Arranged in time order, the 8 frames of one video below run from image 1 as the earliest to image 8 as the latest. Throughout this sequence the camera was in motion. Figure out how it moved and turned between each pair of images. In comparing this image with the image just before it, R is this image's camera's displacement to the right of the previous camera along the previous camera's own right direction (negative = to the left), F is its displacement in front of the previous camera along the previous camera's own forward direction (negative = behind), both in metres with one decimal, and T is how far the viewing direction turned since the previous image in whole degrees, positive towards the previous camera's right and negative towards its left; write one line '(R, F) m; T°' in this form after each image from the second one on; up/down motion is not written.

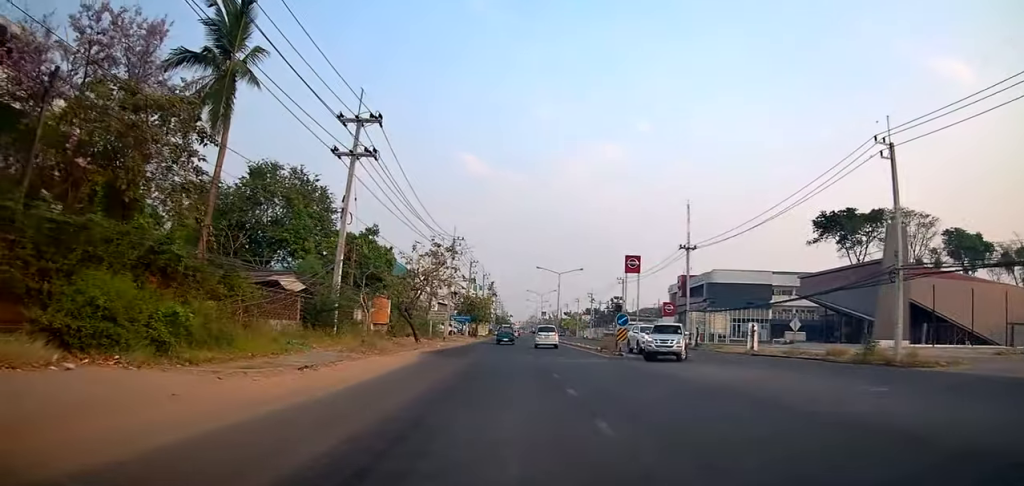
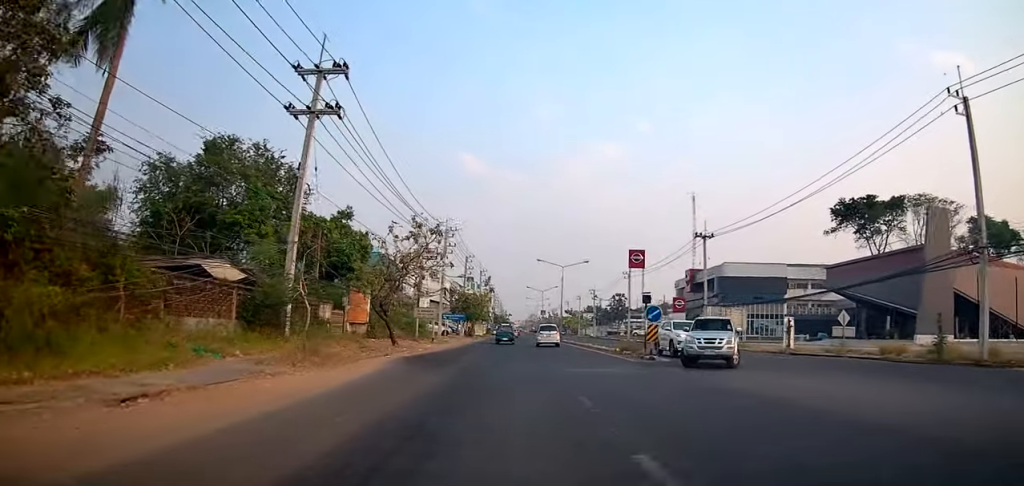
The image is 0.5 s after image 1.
(+0.4, +6.7) m; 0°
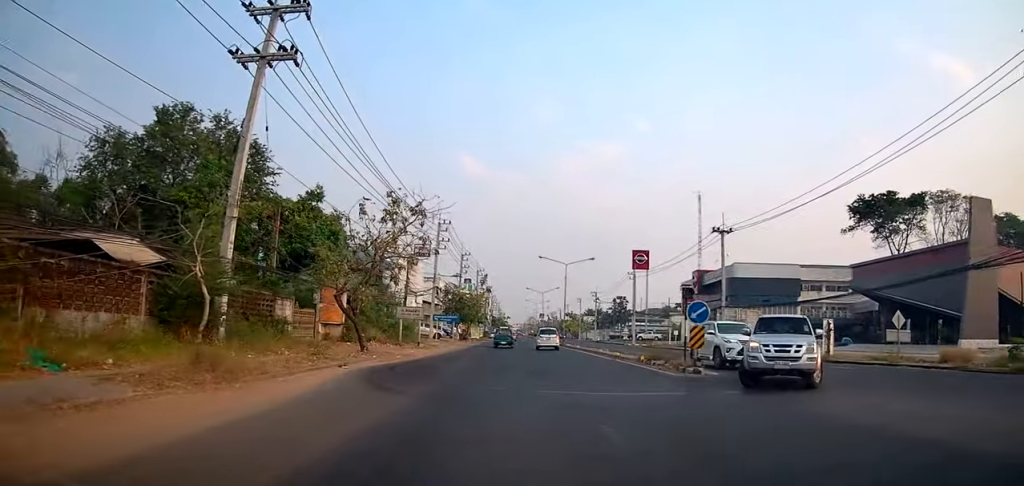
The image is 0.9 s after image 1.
(0.0, +5.8) m; 0°
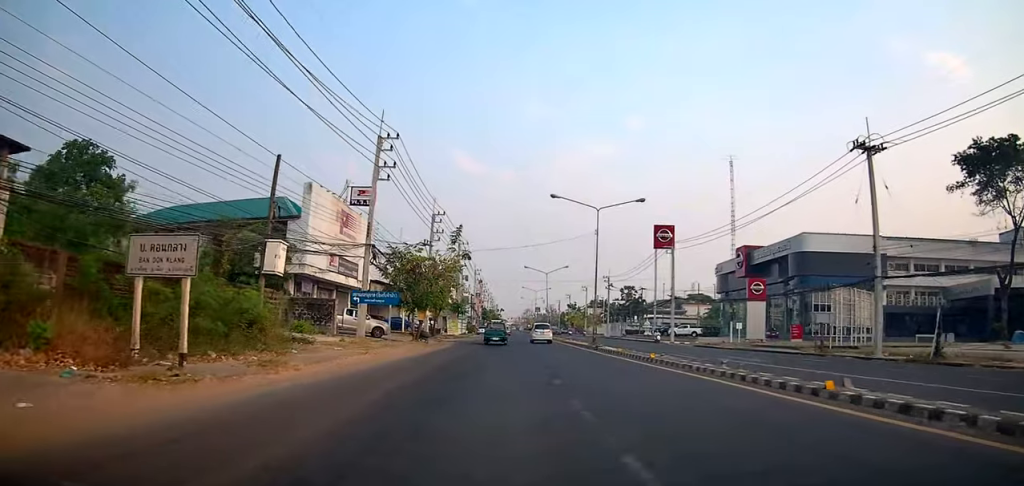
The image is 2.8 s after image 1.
(+0.2, +26.7) m; 0°
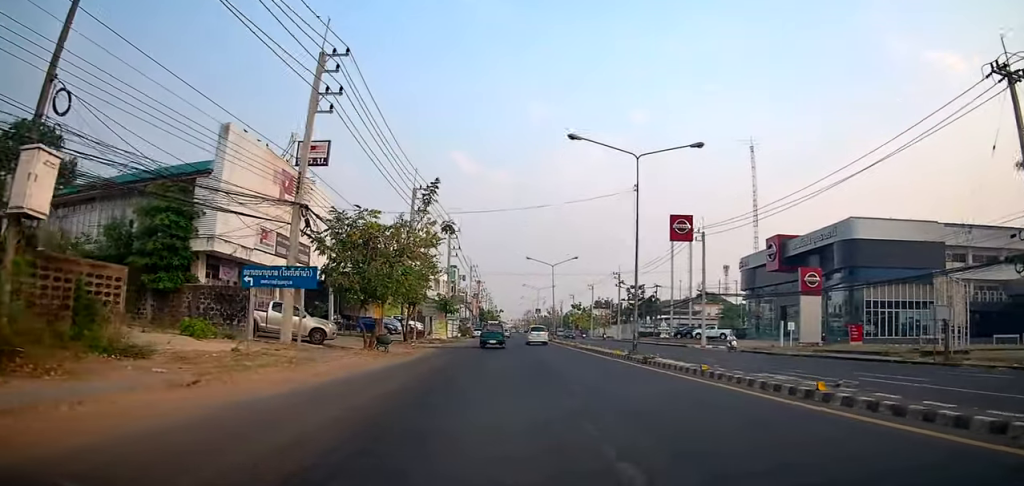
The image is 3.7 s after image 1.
(-0.7, +11.9) m; 0°
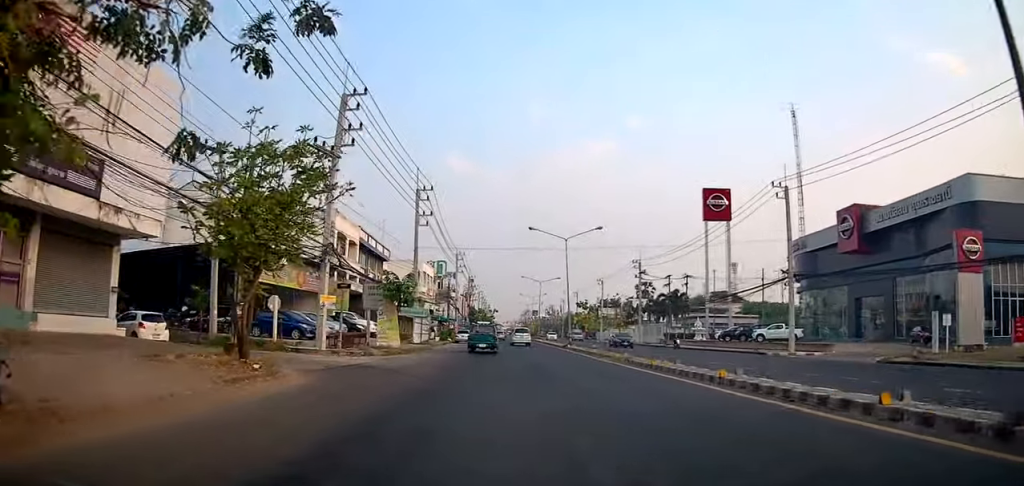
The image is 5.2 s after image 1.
(+1.1, +20.2) m; +3°
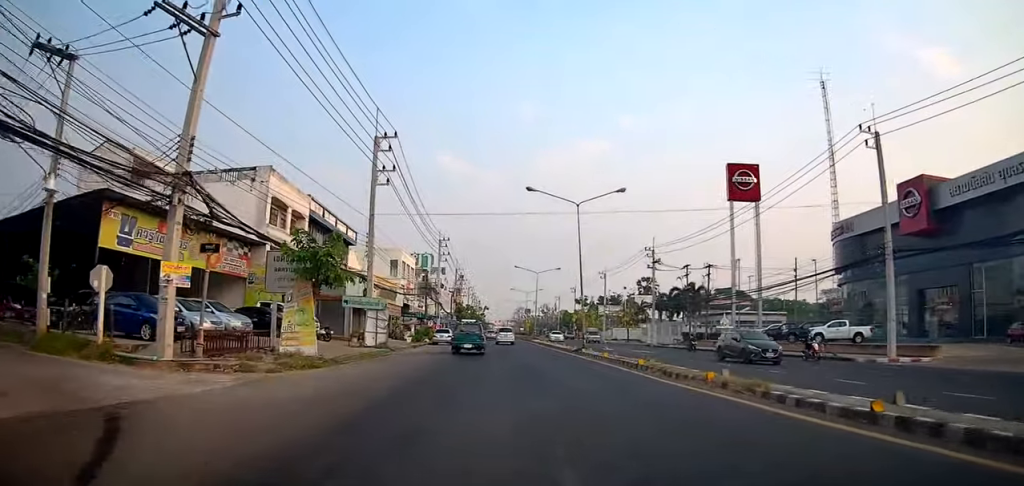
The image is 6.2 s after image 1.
(0.0, +12.4) m; 0°
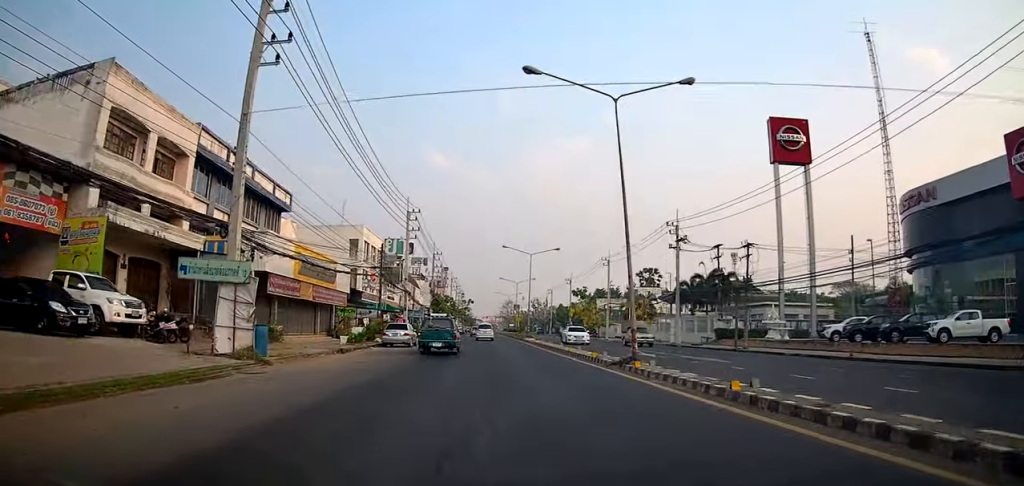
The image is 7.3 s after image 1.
(0.0, +15.4) m; 0°
